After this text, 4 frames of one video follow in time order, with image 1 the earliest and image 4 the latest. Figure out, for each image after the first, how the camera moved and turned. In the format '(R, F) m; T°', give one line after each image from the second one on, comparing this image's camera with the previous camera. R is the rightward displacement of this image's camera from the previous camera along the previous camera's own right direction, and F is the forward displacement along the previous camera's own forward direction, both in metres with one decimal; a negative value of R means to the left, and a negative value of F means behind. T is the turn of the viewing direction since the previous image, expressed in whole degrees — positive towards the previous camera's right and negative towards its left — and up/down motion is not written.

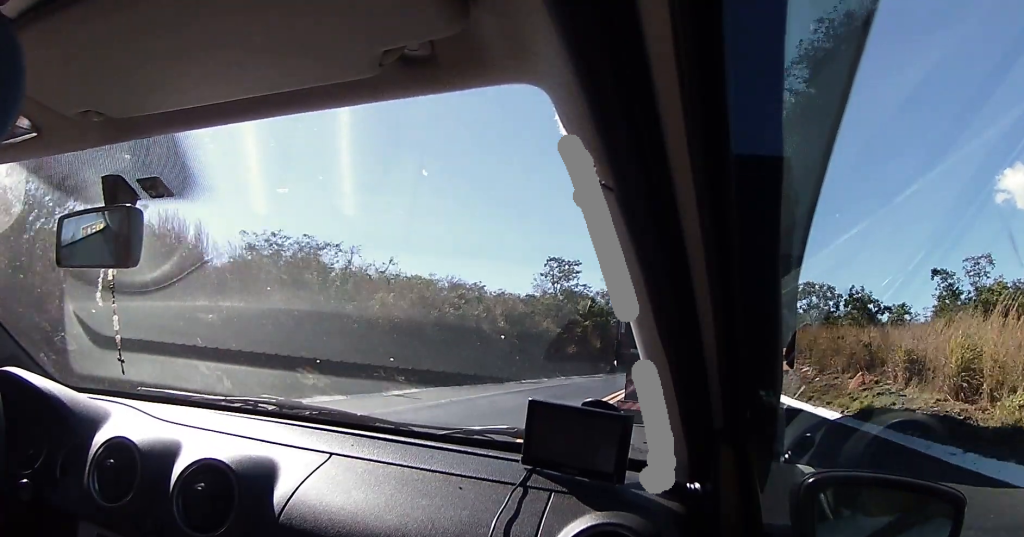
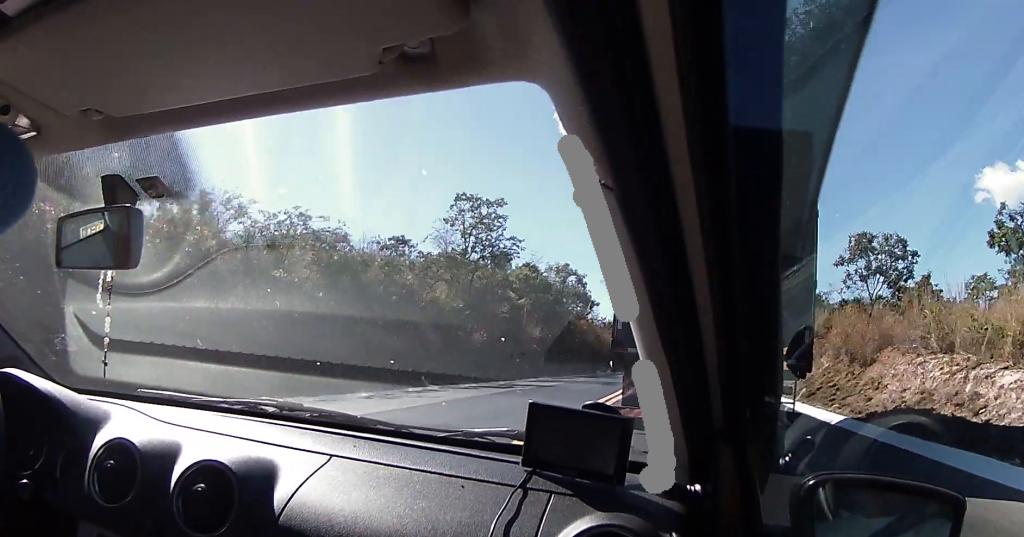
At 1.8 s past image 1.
(+1.0, +23.7) m; +2°
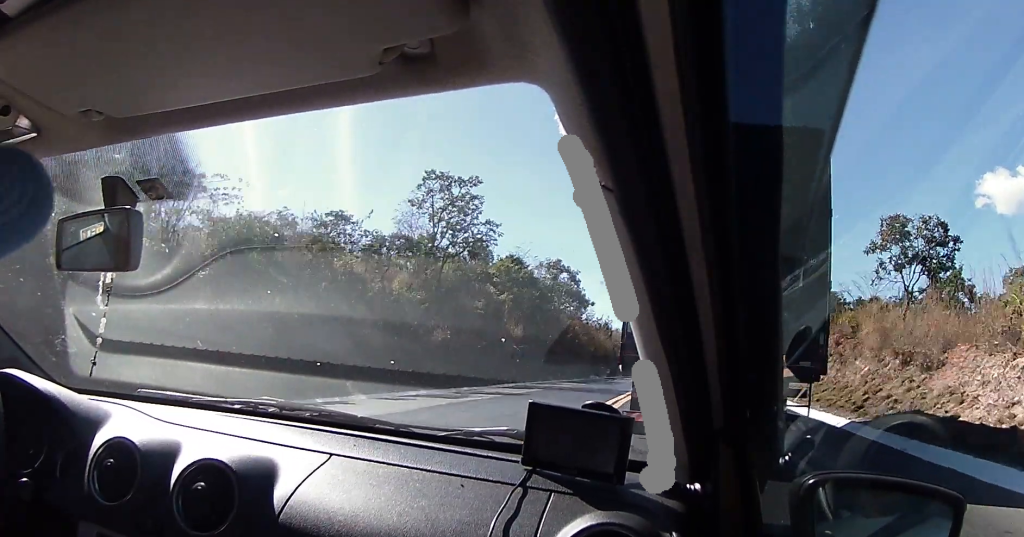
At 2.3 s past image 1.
(0.0, +6.1) m; 0°
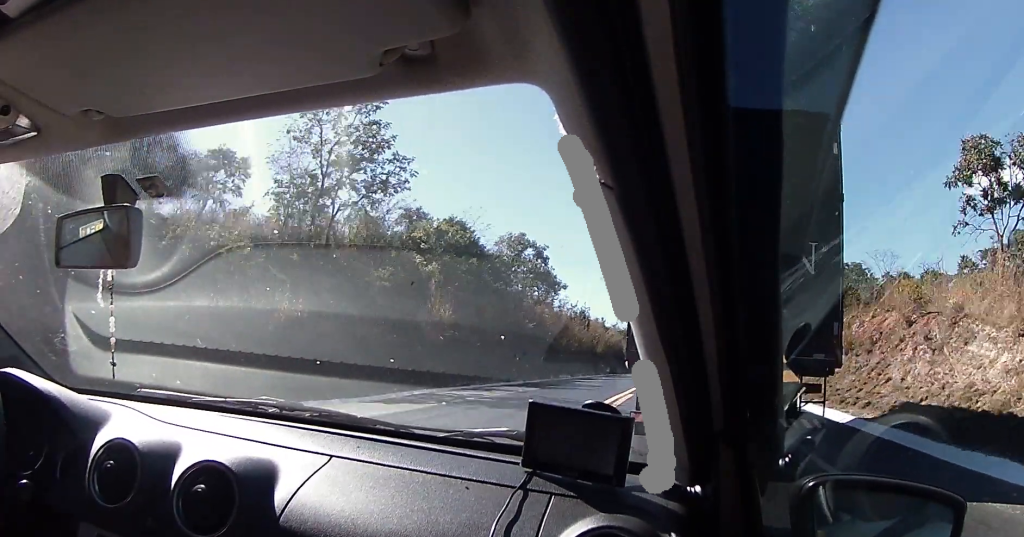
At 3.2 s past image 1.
(0.0, +11.6) m; +1°
